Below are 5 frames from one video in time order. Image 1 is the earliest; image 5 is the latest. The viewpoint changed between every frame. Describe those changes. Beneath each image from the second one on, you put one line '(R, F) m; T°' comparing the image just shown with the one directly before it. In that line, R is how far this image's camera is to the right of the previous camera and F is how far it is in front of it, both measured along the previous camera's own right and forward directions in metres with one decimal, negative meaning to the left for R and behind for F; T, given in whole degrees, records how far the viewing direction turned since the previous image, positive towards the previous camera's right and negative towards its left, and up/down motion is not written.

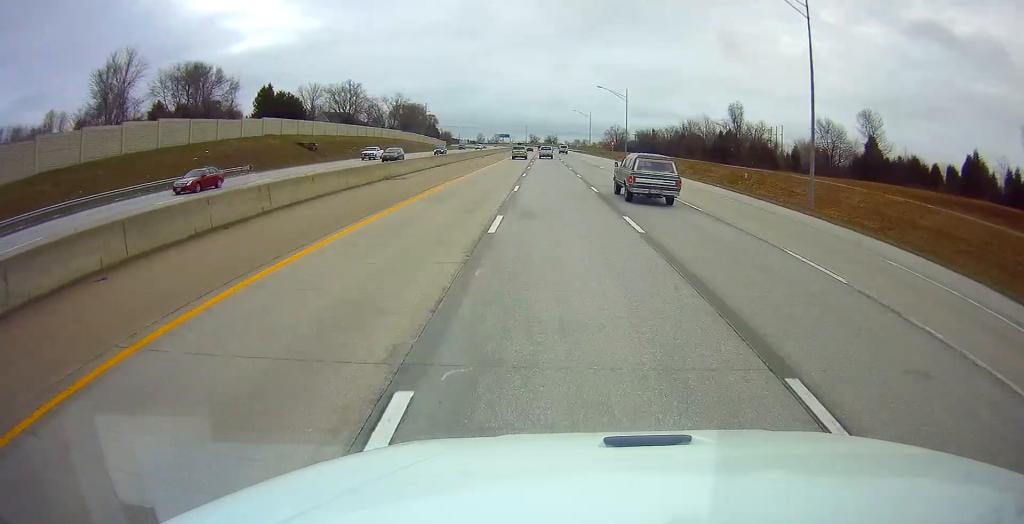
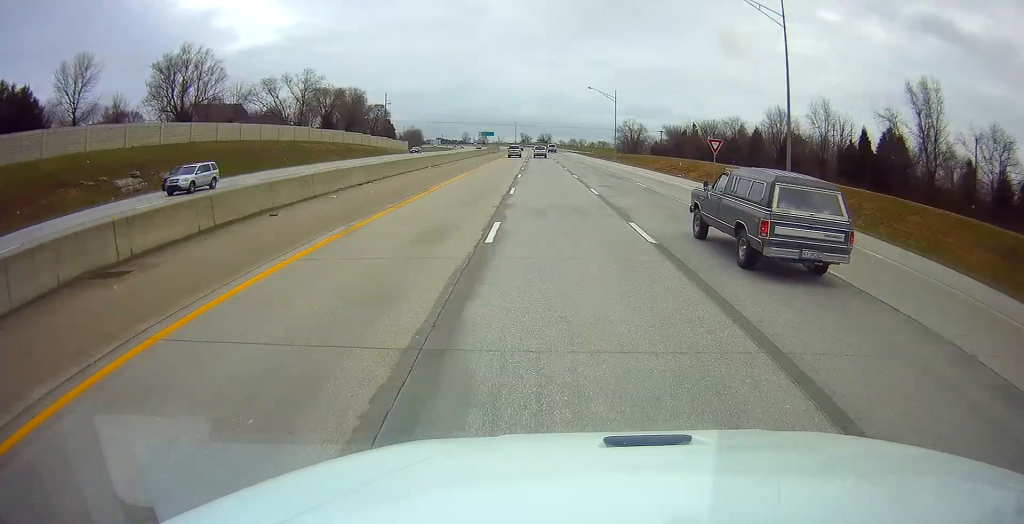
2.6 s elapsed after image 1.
(-0.7, +74.3) m; -1°
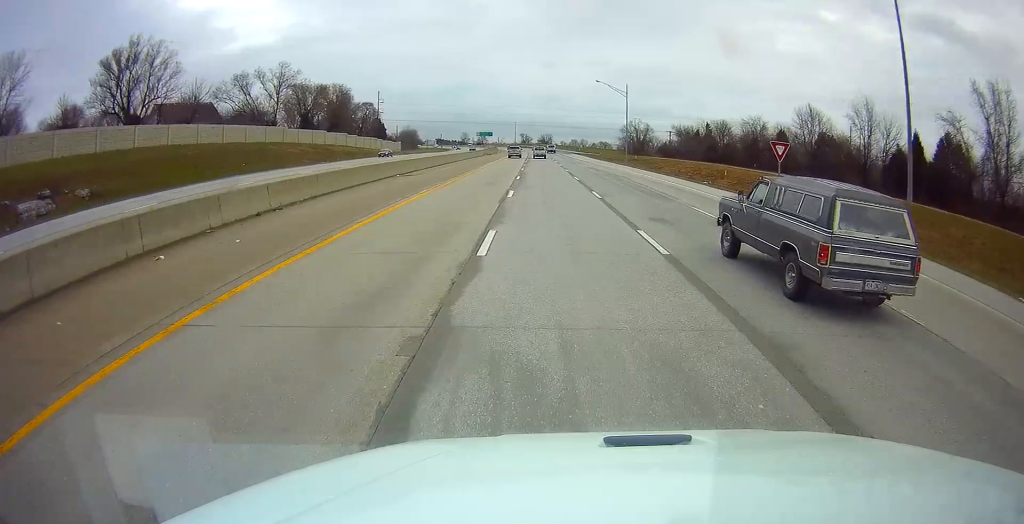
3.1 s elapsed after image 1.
(0.0, +13.4) m; 0°
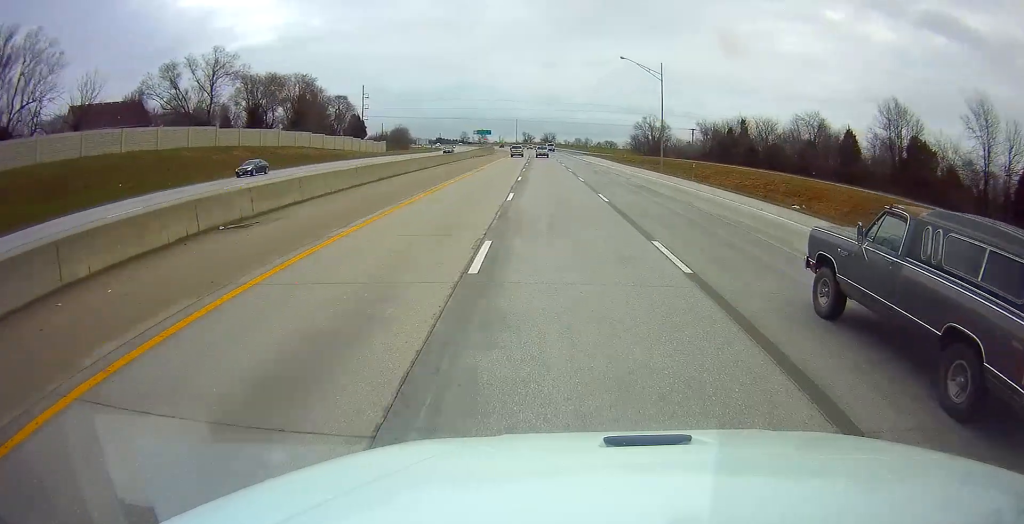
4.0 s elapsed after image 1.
(+0.2, +26.0) m; +1°
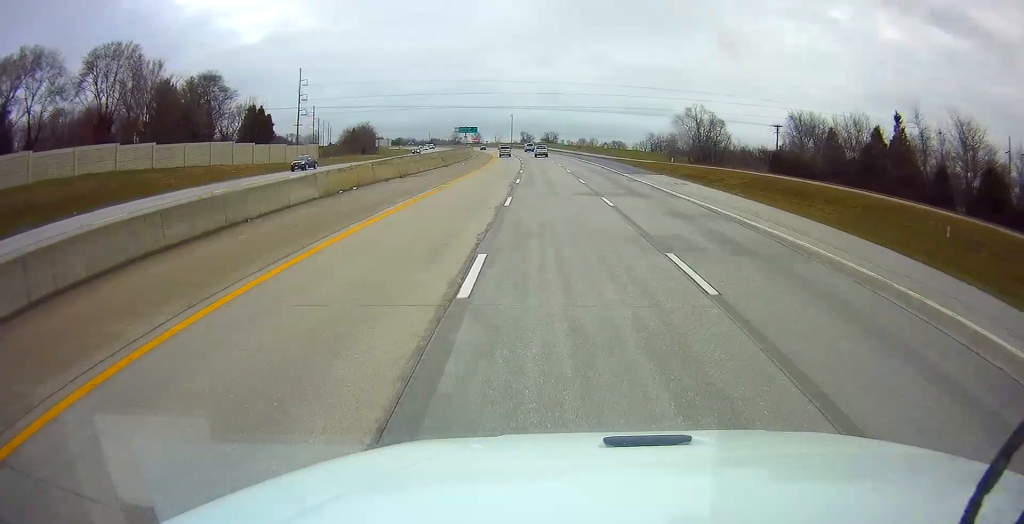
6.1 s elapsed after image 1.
(-0.3, +62.3) m; 0°
